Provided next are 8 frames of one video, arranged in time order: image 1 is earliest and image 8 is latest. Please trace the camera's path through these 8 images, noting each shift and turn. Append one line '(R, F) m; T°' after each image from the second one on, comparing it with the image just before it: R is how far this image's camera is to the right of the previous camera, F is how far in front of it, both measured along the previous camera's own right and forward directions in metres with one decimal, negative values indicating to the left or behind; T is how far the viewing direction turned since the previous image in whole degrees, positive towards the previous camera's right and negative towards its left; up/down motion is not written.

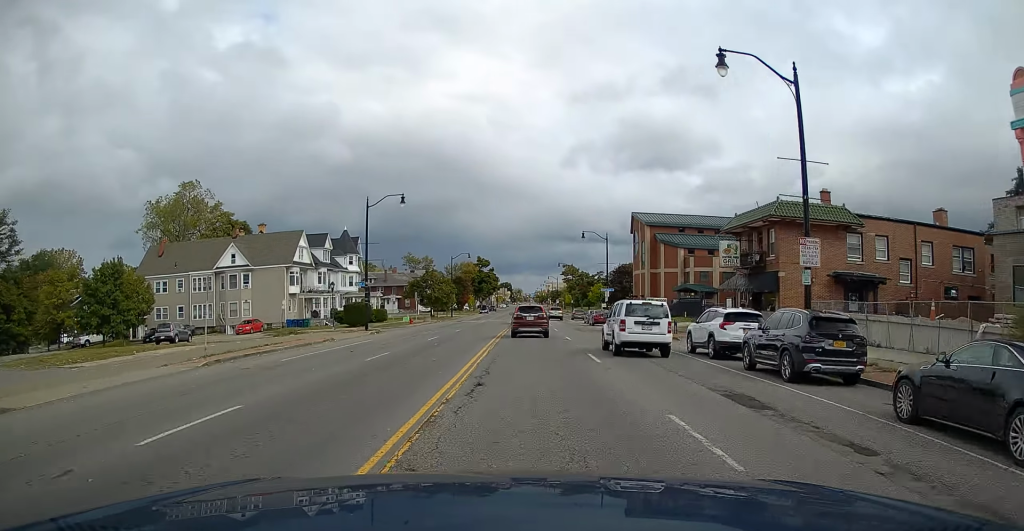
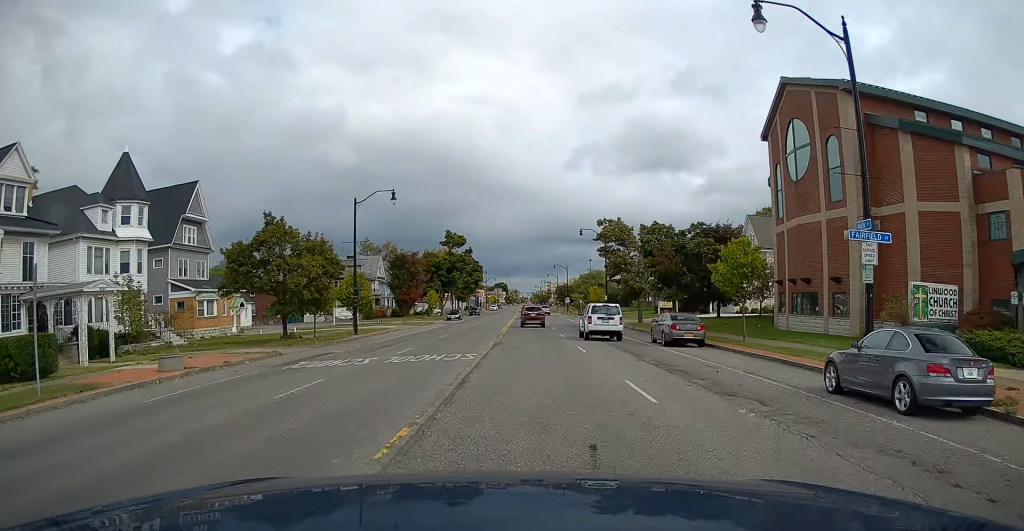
(0.0, +55.4) m; 0°
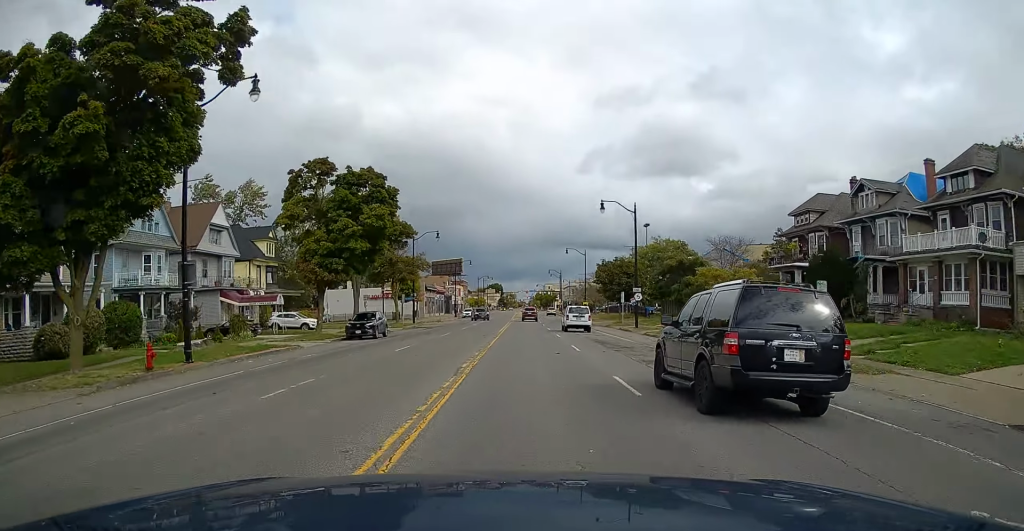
(+1.1, +85.3) m; +1°
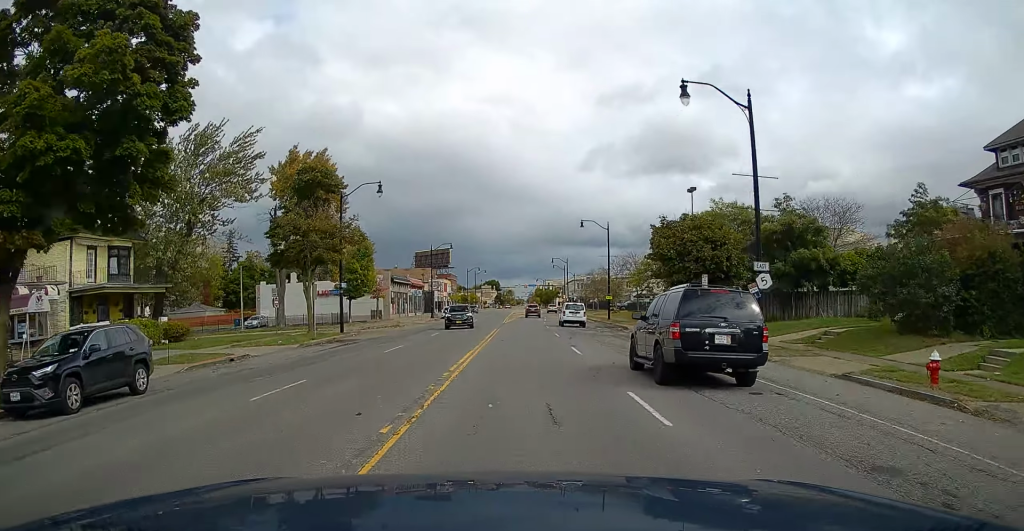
(-0.2, +27.7) m; 0°
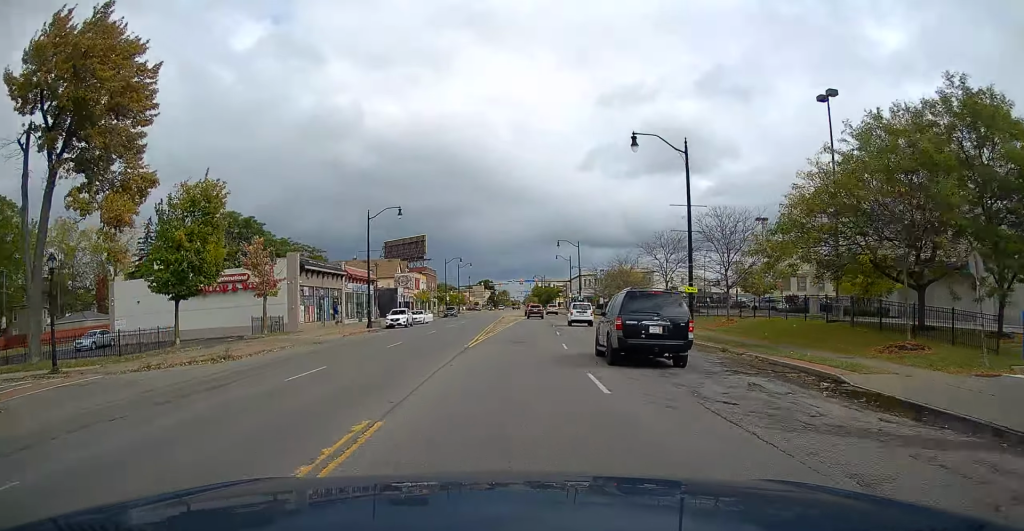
(0.0, +32.4) m; 0°
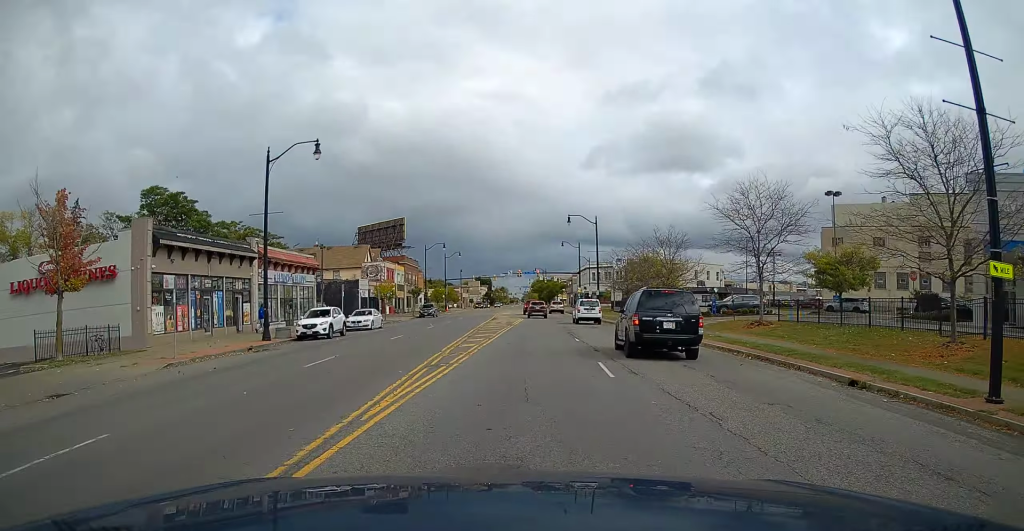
(0.0, +20.3) m; 0°
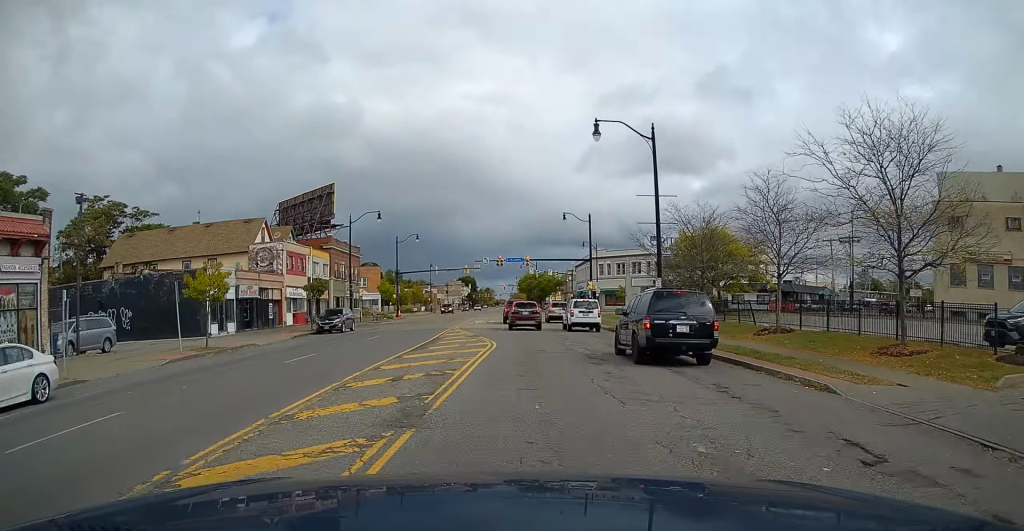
(+0.2, +30.3) m; +1°
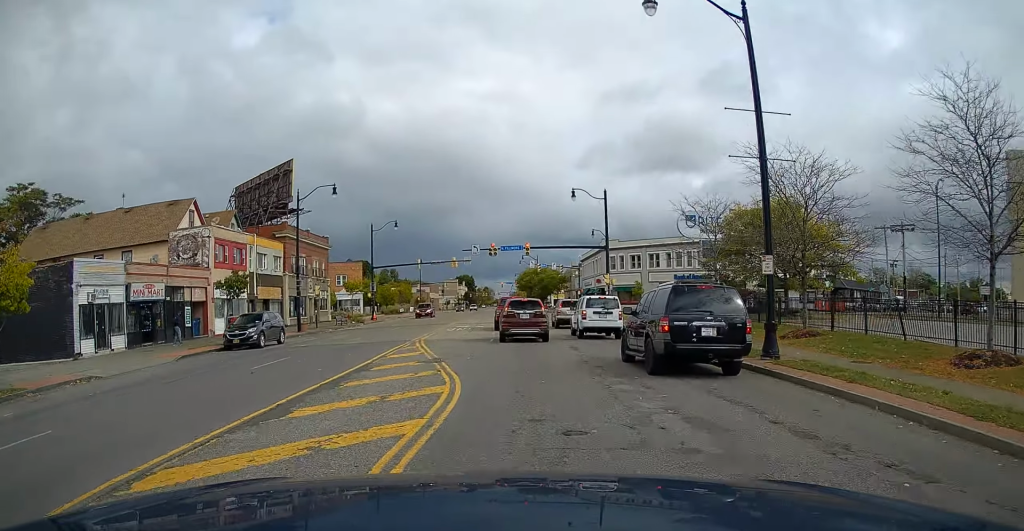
(+0.2, +12.5) m; 0°
